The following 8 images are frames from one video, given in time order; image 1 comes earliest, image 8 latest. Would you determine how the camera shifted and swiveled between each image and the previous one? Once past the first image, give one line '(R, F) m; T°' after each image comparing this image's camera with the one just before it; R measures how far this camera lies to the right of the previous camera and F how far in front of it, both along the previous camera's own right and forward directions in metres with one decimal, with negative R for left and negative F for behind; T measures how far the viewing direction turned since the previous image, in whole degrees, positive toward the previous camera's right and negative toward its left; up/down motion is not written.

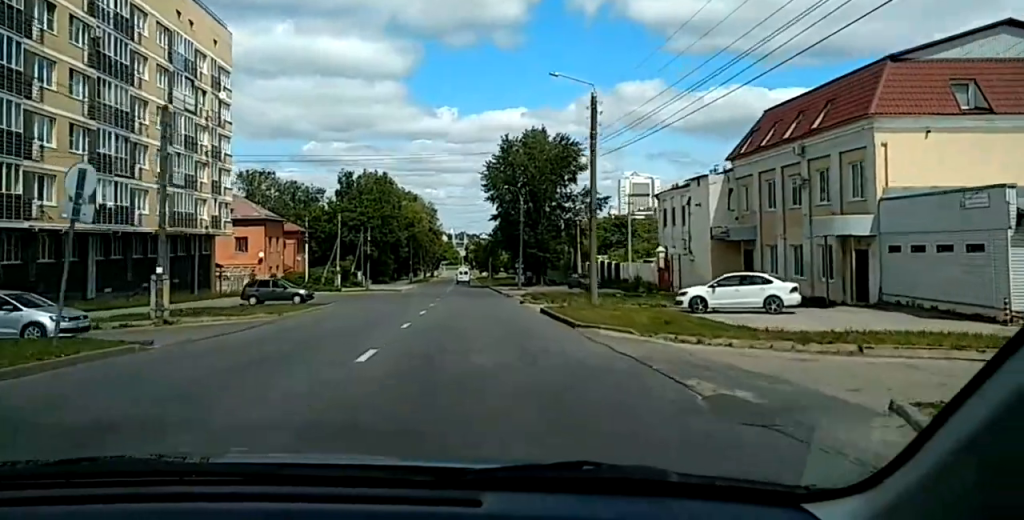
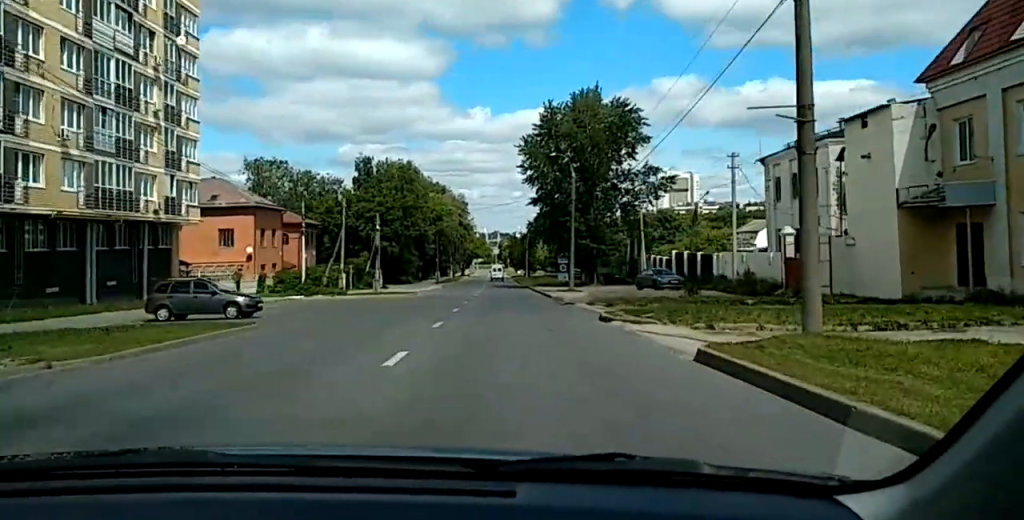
(-0.1, +17.4) m; 0°
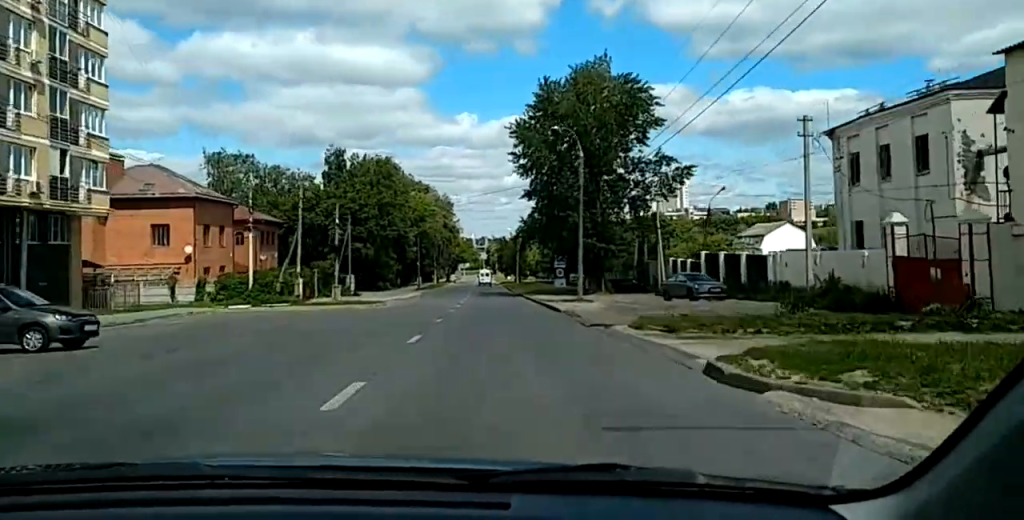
(0.0, +11.9) m; 0°
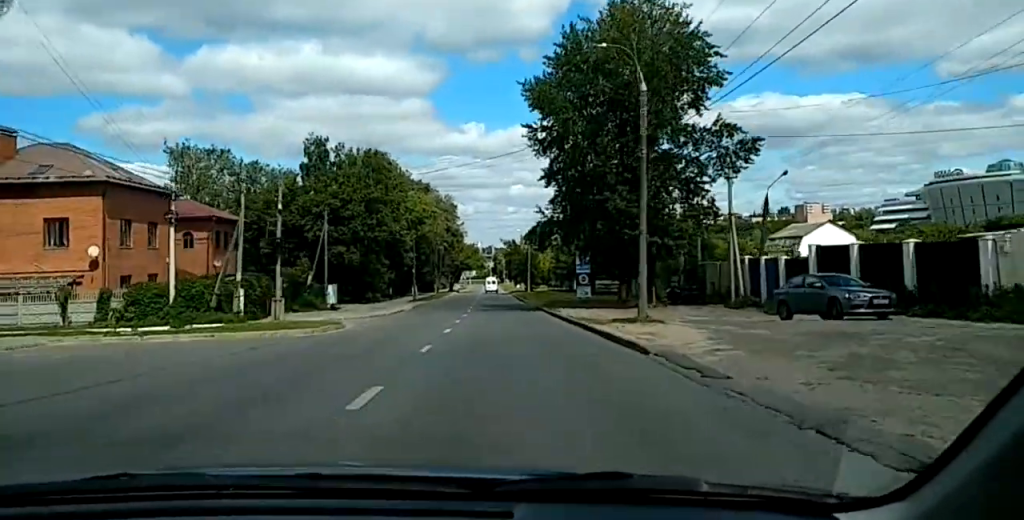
(+0.1, +15.0) m; 0°
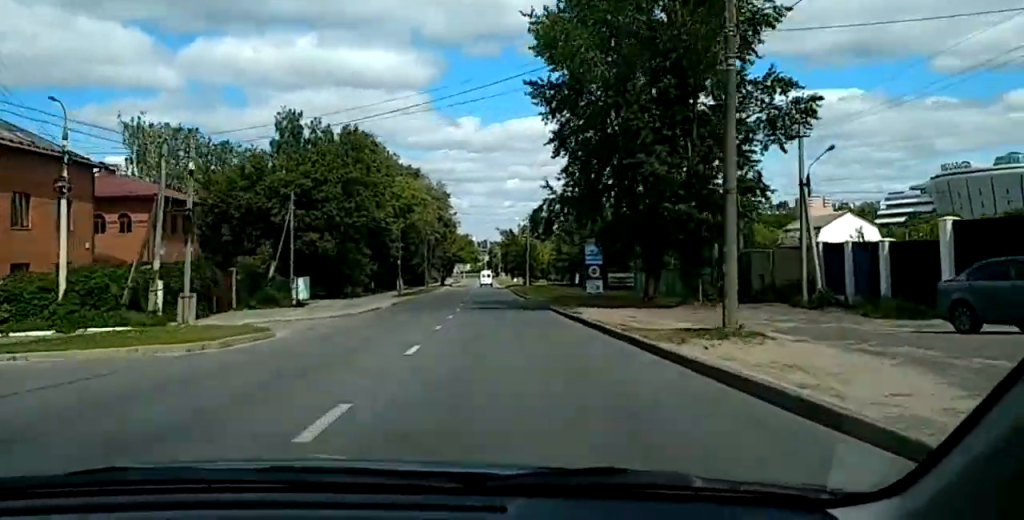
(0.0, +10.3) m; 0°
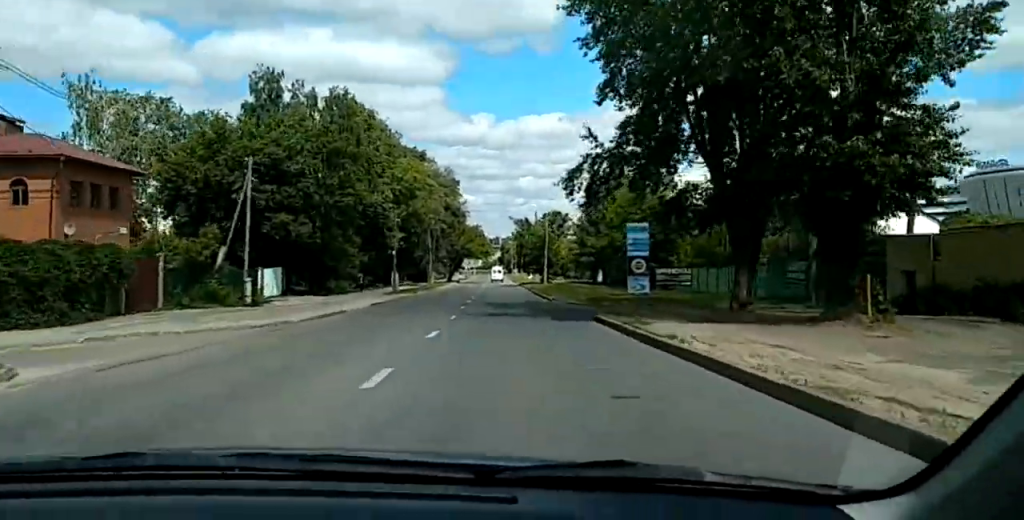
(-0.2, +13.5) m; -1°
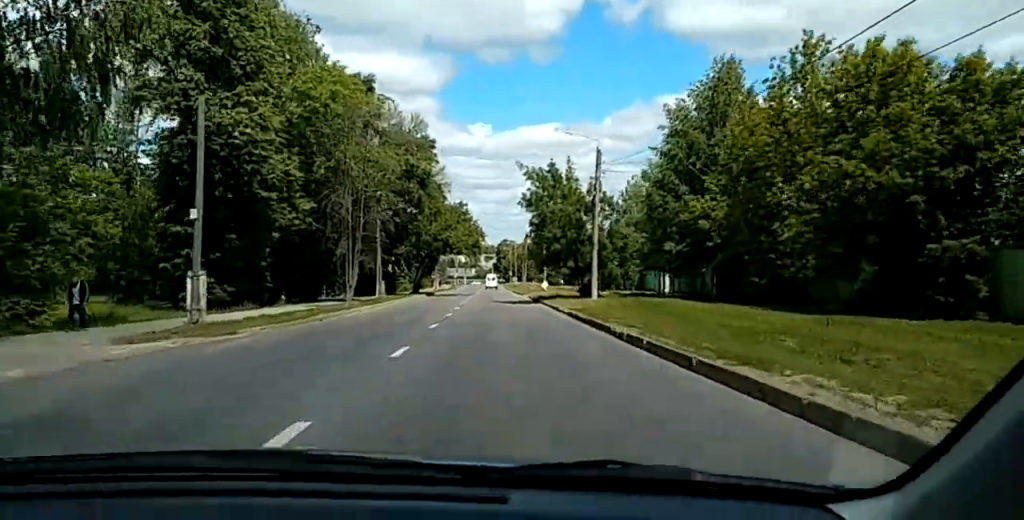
(+0.9, +44.3) m; +3°
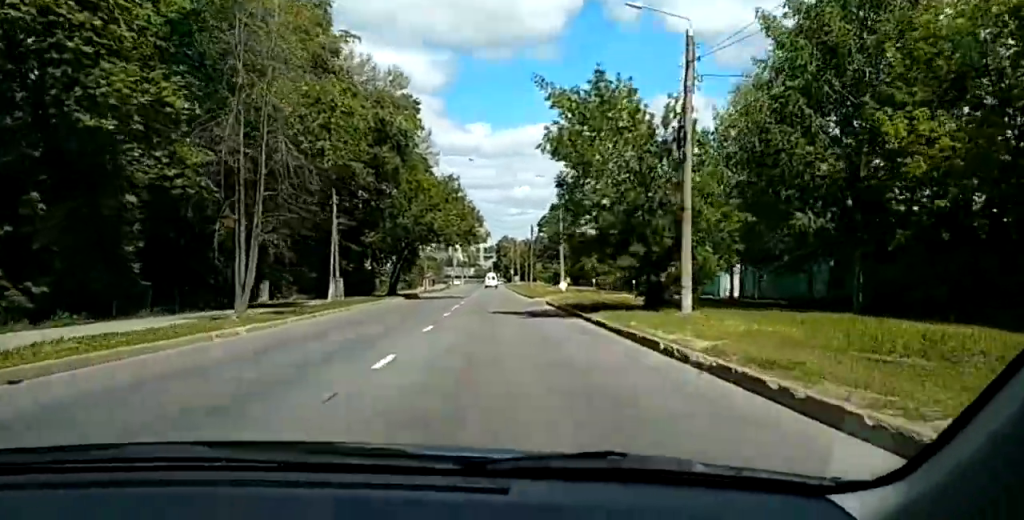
(0.0, +18.0) m; 0°
